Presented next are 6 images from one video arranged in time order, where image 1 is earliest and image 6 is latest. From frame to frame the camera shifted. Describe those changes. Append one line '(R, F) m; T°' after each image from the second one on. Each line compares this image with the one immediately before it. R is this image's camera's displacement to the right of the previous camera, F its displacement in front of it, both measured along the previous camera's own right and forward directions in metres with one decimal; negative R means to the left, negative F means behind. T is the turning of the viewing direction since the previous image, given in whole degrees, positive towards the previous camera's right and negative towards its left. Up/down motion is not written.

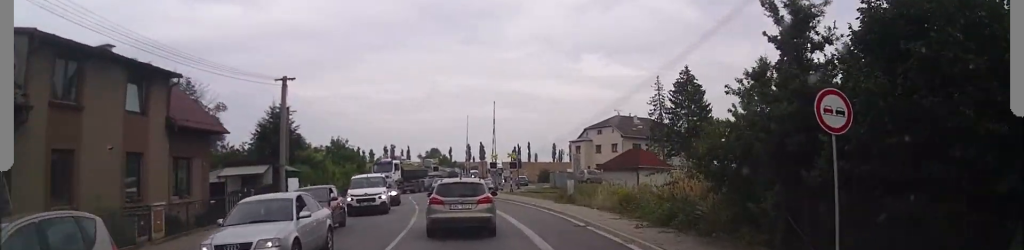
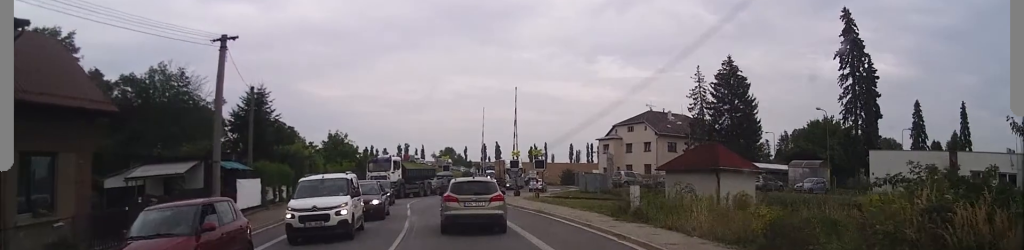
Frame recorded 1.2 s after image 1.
(-0.2, +10.6) m; -3°
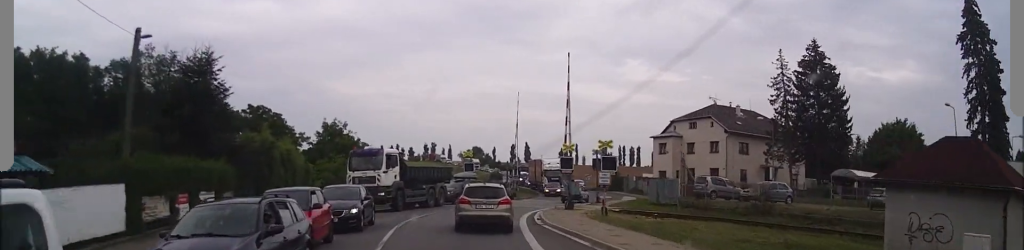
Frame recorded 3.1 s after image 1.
(+0.2, +15.9) m; +4°
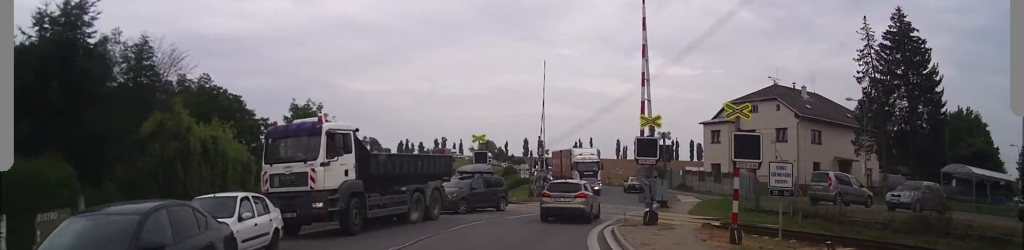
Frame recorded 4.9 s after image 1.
(0.0, +14.5) m; 0°
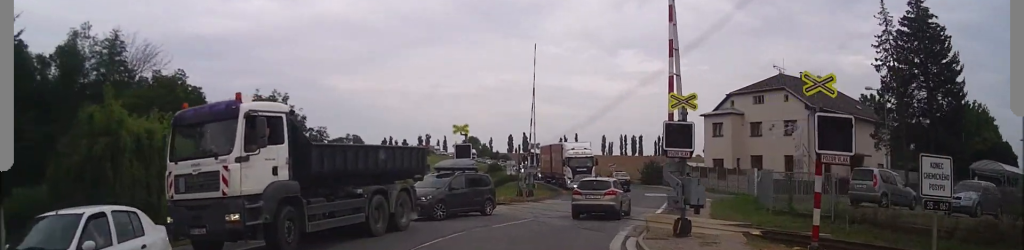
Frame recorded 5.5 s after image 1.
(0.0, +5.0) m; +1°
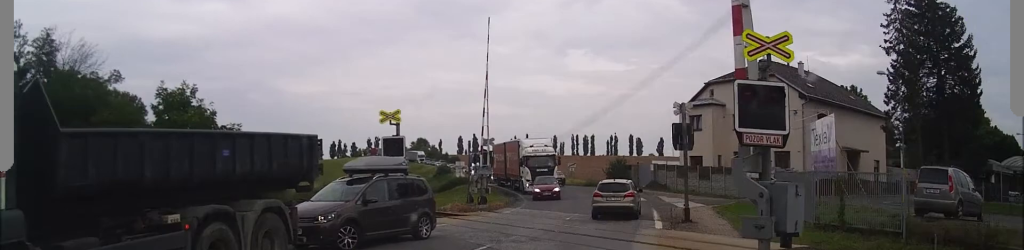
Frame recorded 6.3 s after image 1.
(+0.1, +7.5) m; +3°
